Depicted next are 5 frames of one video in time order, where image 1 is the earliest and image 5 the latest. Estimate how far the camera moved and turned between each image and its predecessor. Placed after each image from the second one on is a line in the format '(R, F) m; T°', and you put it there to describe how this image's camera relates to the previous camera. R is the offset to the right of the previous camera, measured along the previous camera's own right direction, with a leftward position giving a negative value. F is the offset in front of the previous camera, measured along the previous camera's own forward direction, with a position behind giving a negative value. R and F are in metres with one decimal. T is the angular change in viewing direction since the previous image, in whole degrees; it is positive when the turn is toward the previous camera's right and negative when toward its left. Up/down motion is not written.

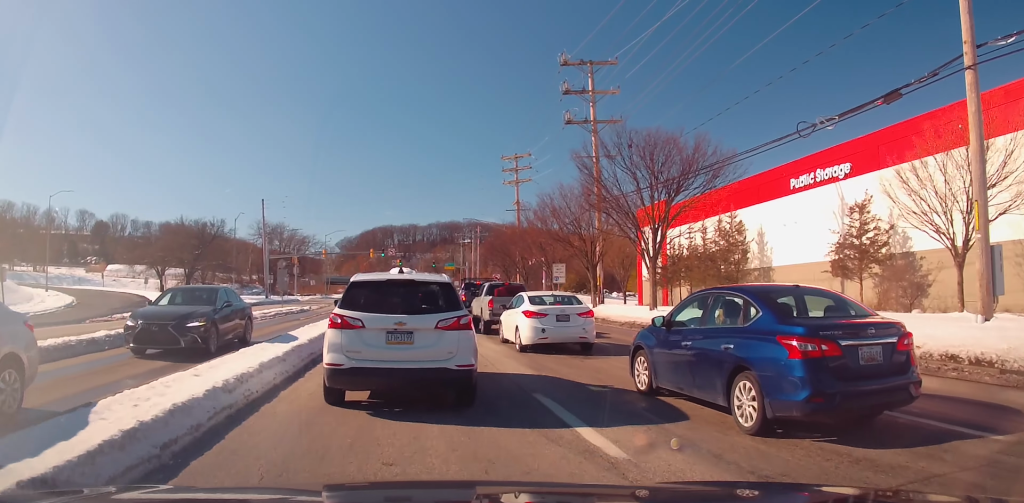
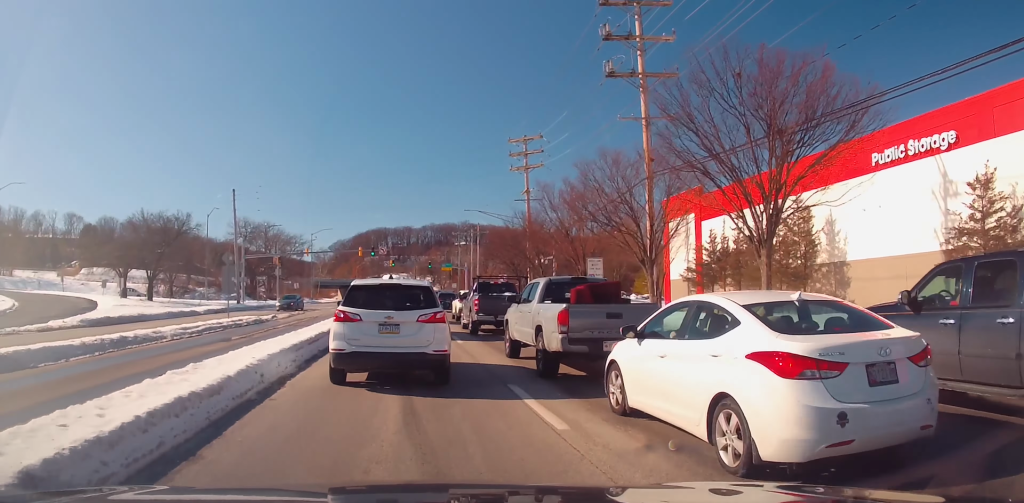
(-0.2, +11.8) m; 0°
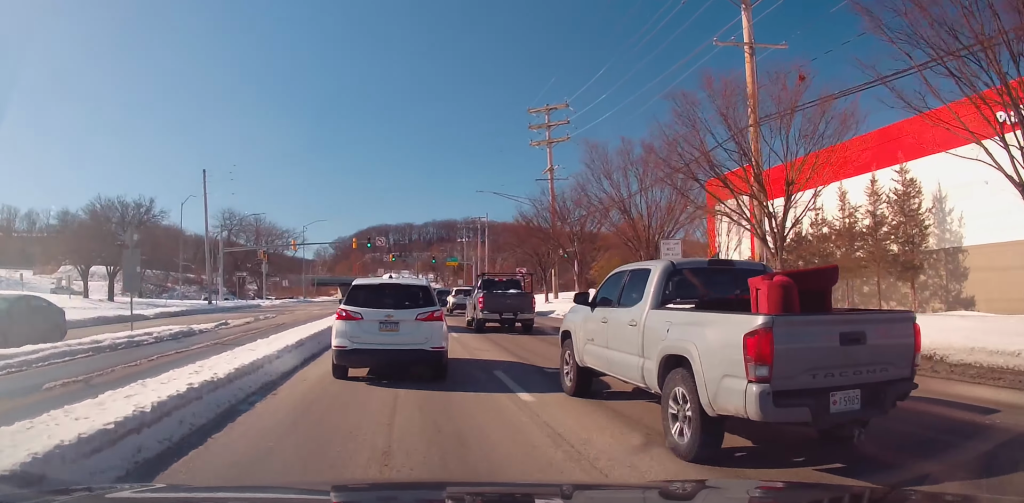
(0.0, +14.6) m; -2°
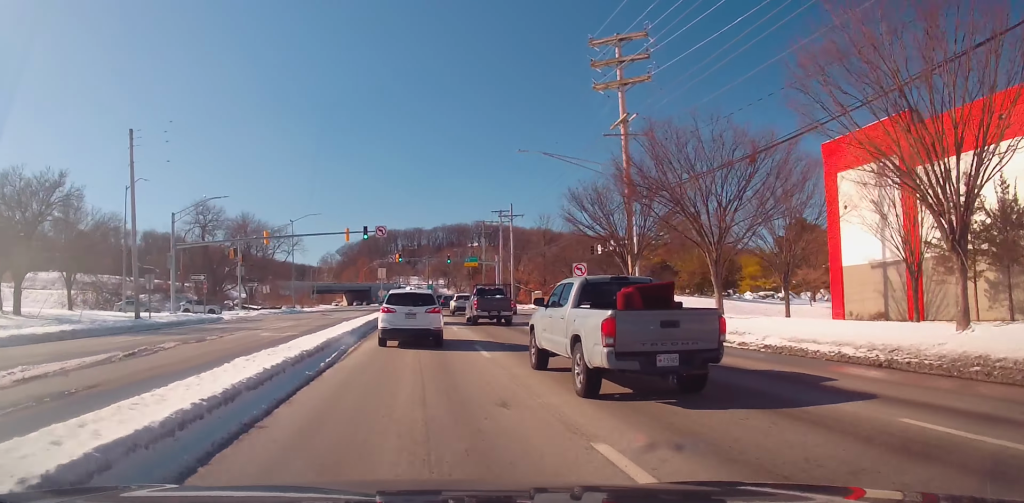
(-0.3, +9.0) m; 0°
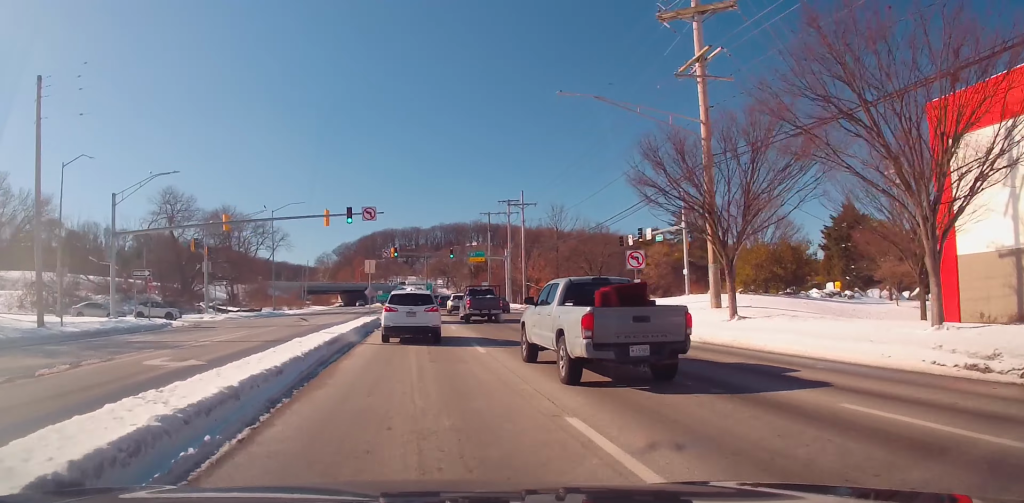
(-0.2, +10.8) m; 0°
